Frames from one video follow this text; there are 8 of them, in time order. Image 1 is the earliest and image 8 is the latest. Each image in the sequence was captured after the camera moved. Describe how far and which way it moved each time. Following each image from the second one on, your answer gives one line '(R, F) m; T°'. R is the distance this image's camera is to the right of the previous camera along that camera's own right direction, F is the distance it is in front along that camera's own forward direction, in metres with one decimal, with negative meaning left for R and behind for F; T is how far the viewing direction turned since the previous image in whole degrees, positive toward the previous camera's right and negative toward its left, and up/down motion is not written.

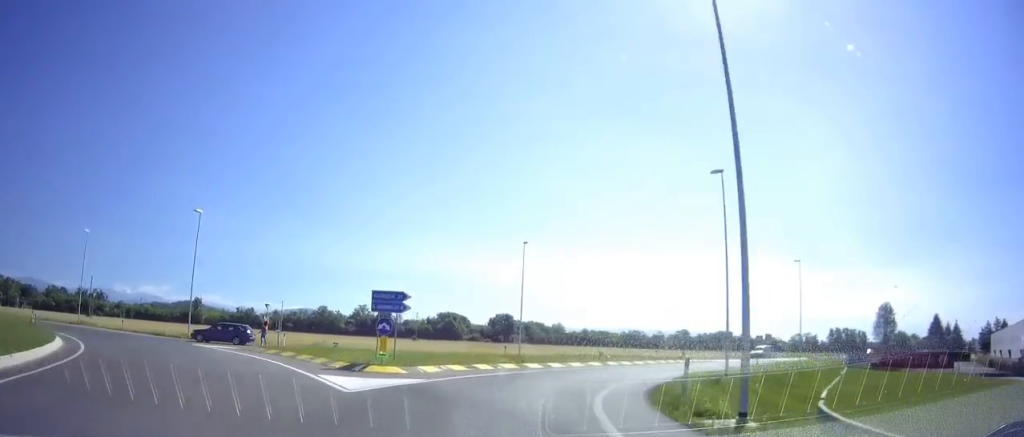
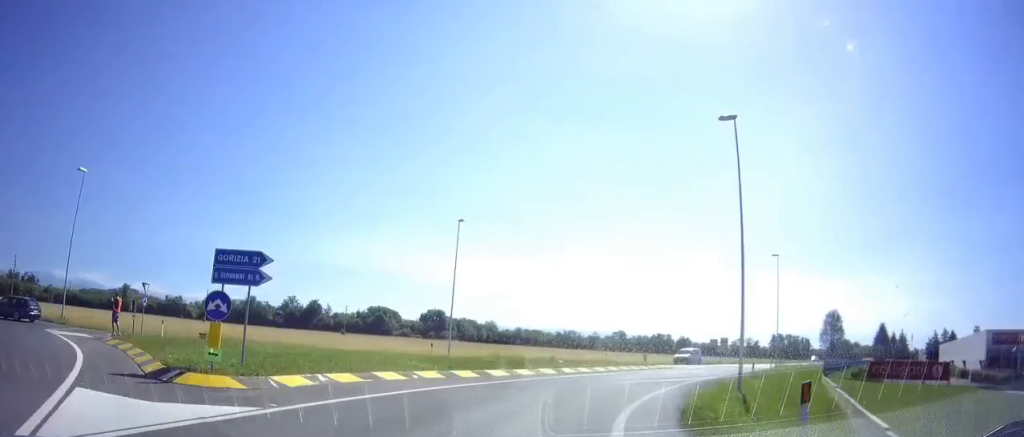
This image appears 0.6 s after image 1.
(0.0, +7.6) m; 0°
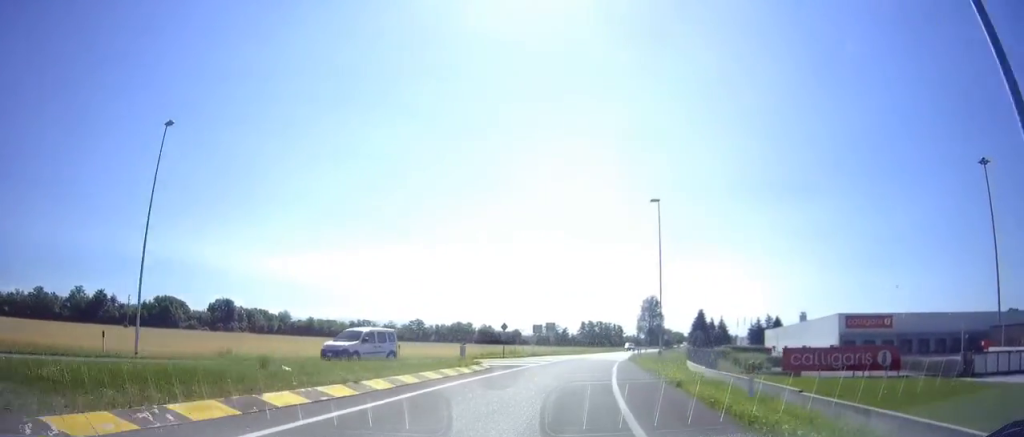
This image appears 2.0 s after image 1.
(+0.4, +16.6) m; +9°
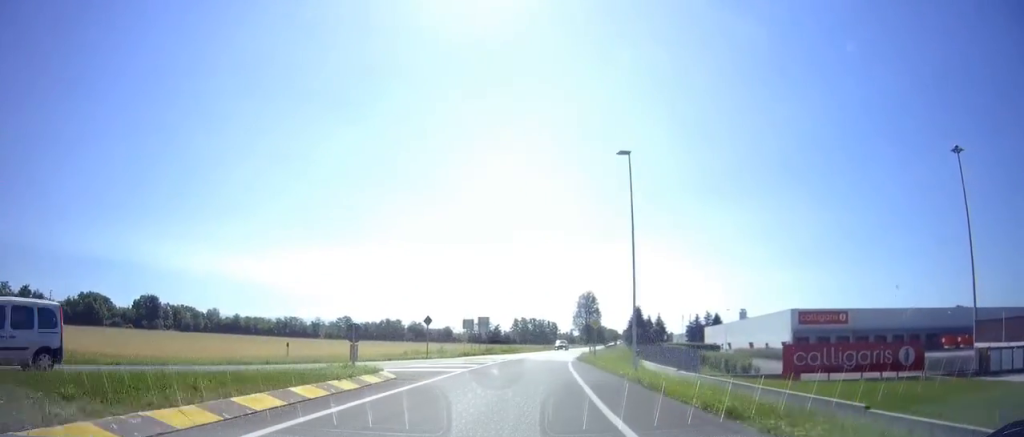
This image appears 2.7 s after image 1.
(+0.8, +8.6) m; +8°
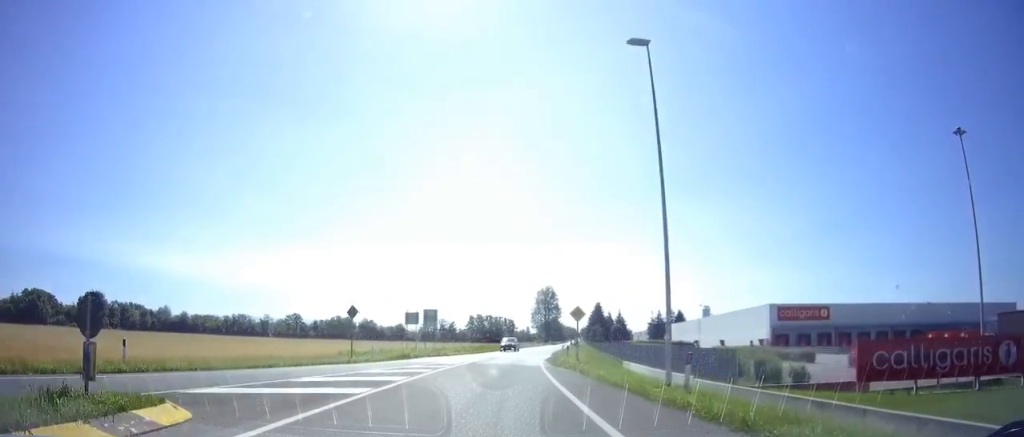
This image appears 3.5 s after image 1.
(+0.7, +9.7) m; +5°
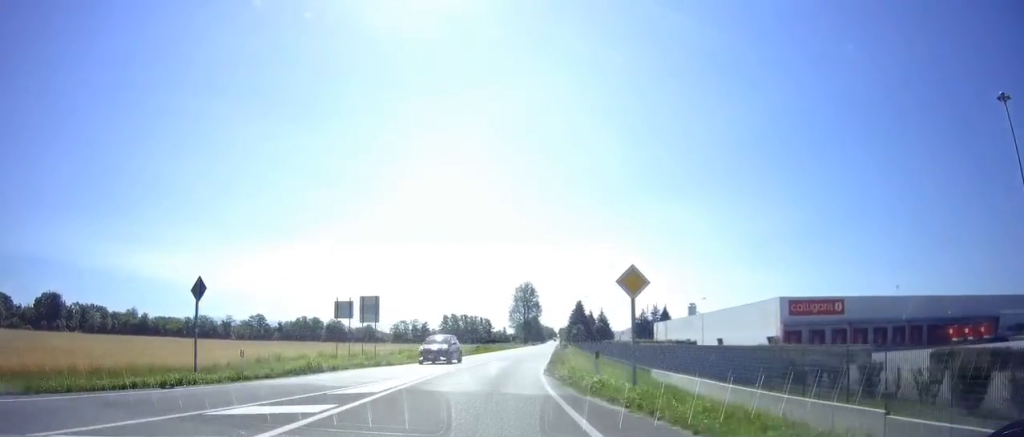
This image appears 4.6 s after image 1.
(+0.7, +14.4) m; +4°
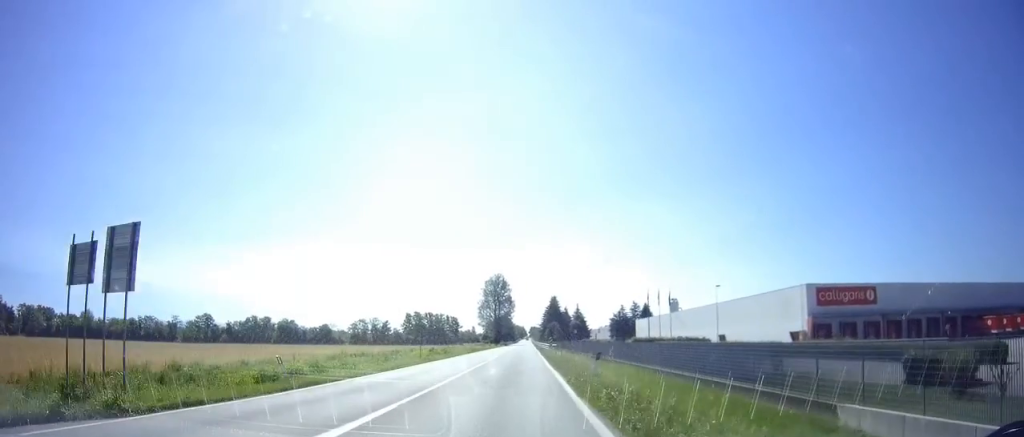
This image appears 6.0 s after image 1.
(+0.6, +19.4) m; +5°
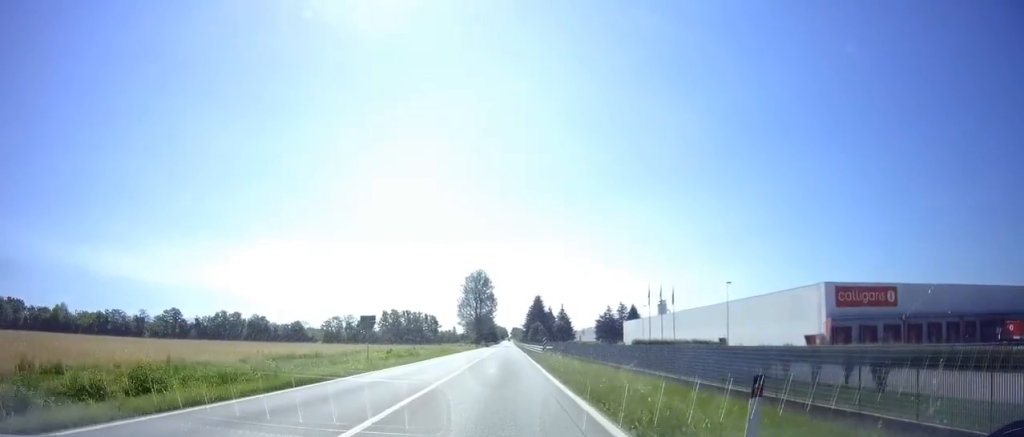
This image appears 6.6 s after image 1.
(+0.4, +9.1) m; +2°
